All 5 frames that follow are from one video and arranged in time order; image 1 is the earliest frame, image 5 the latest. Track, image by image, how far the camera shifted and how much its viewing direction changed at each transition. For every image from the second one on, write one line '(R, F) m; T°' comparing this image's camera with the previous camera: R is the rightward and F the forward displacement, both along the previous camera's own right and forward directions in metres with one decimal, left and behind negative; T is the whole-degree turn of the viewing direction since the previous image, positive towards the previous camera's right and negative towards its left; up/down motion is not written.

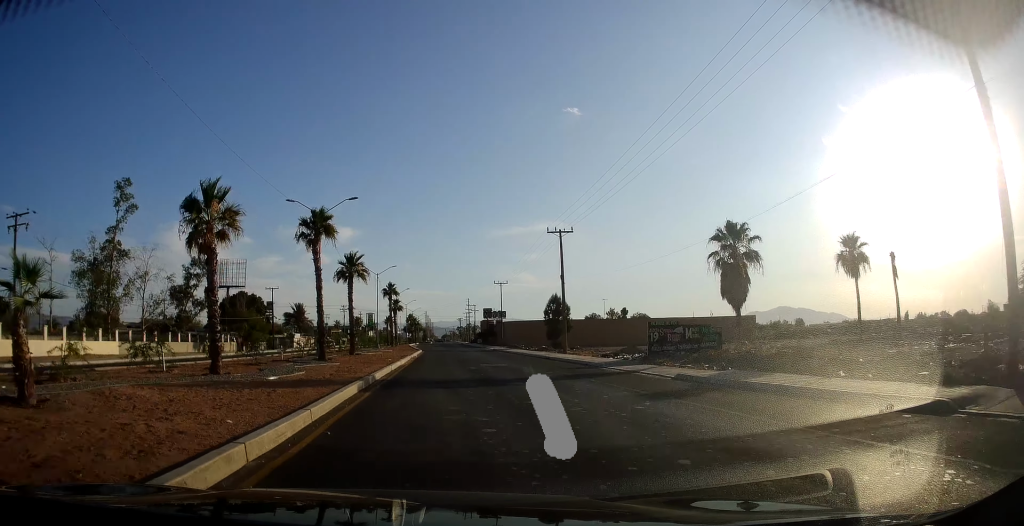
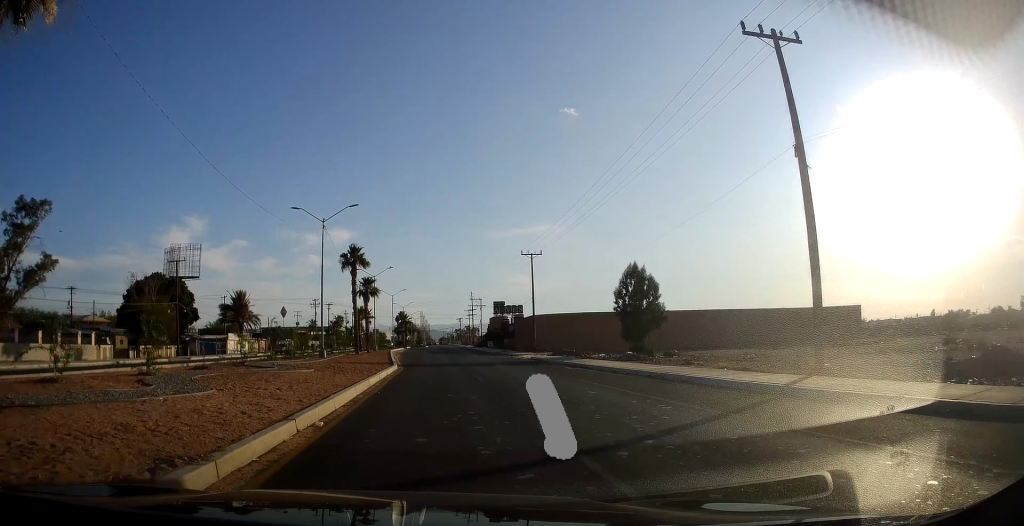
(-0.5, +37.4) m; -1°
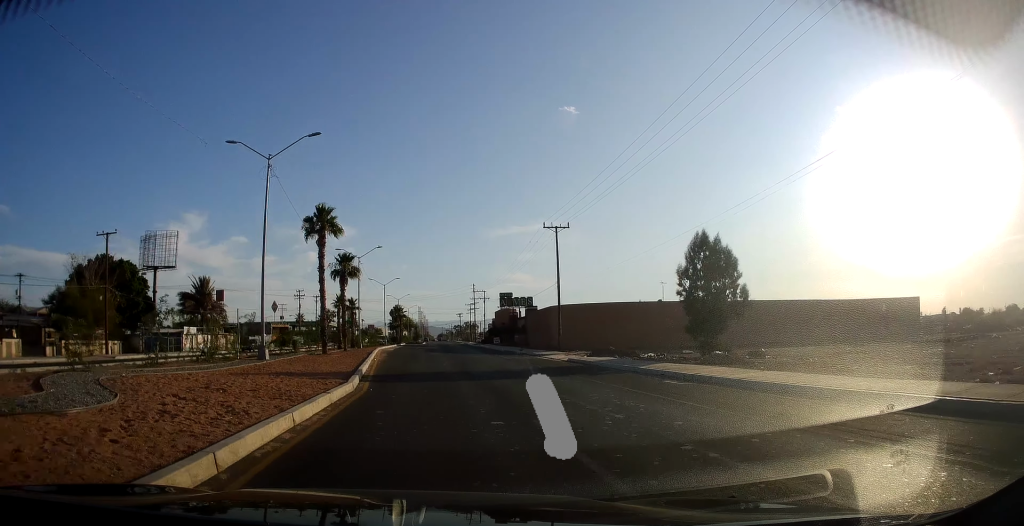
(+0.1, +14.7) m; +1°
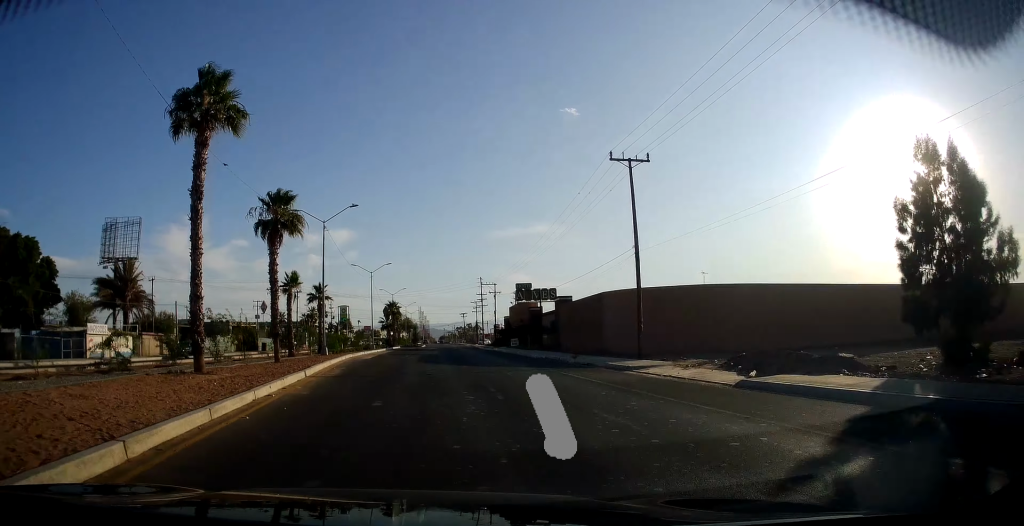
(+0.1, +21.2) m; 0°
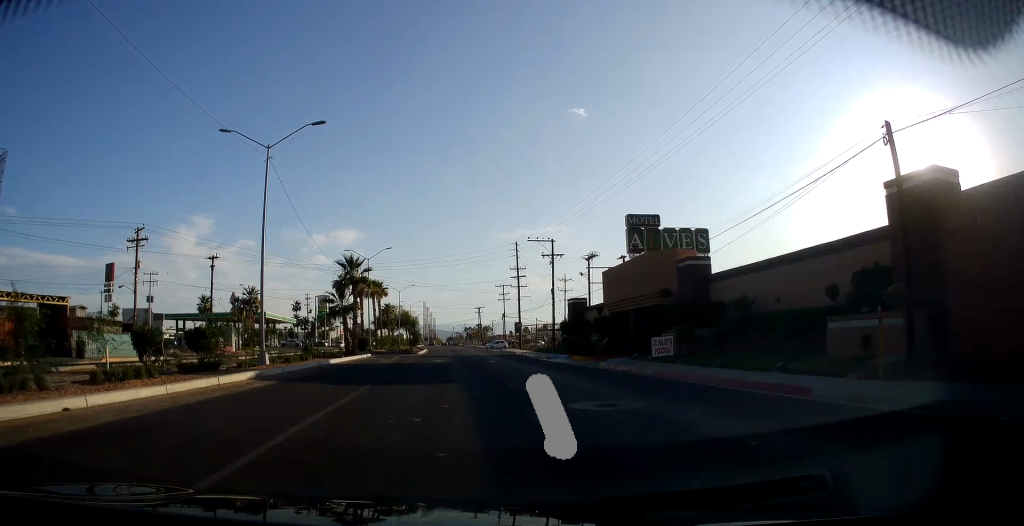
(-1.0, +51.6) m; -1°
